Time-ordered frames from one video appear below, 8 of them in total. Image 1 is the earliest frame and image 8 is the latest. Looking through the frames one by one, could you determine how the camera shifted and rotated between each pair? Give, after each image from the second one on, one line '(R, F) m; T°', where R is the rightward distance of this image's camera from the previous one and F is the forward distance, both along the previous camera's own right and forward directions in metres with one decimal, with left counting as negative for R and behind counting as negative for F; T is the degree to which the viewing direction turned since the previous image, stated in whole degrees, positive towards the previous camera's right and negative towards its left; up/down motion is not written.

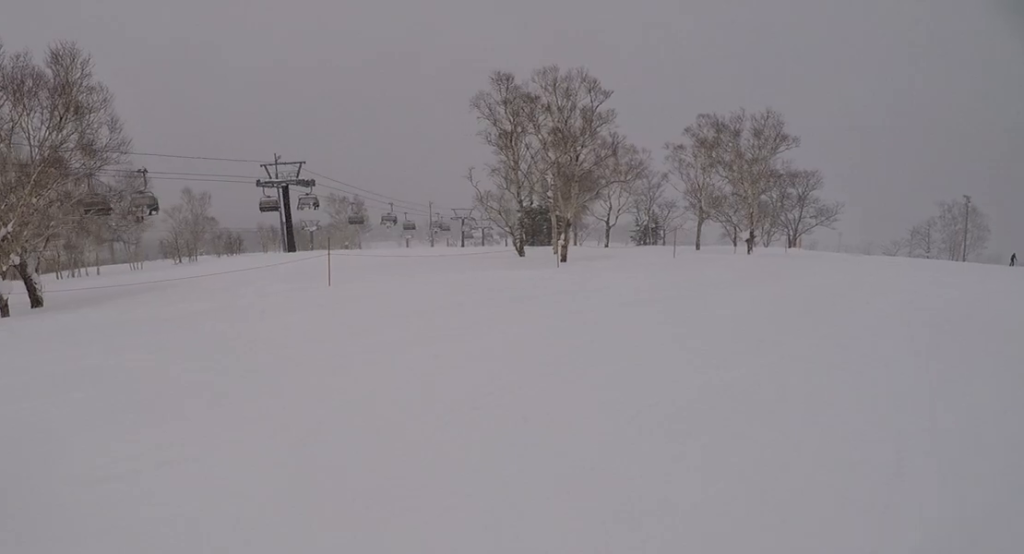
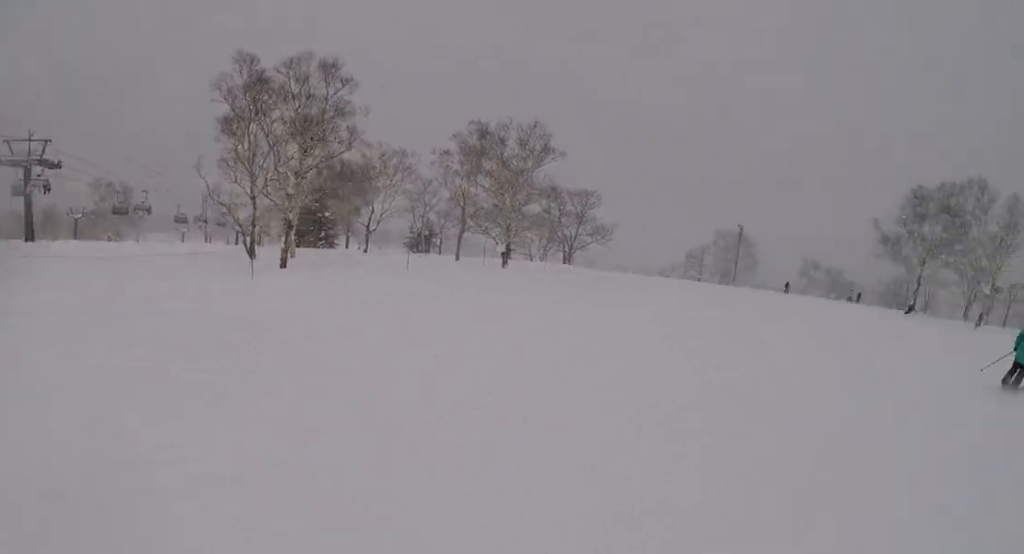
(+0.1, +4.7) m; +3°
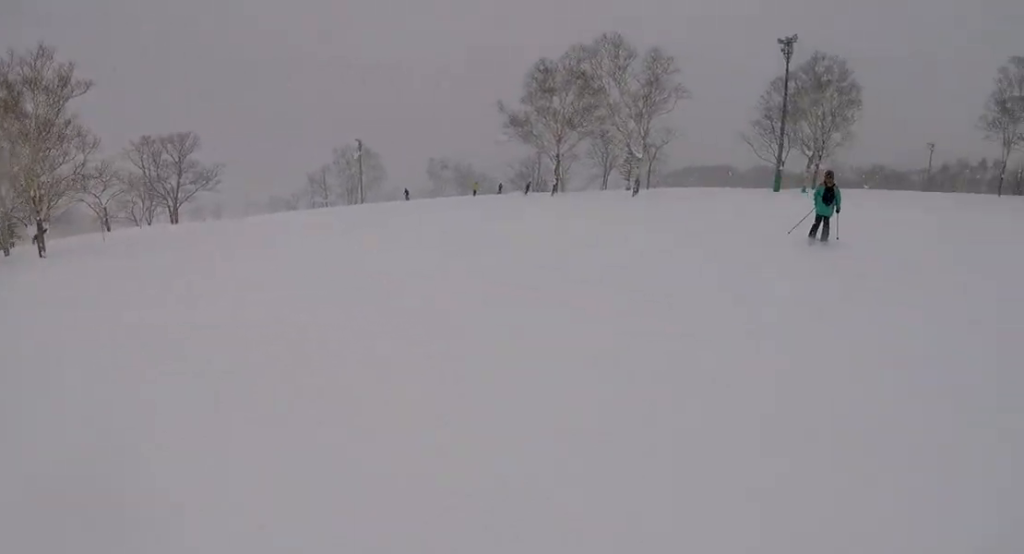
(+0.1, +9.2) m; +13°
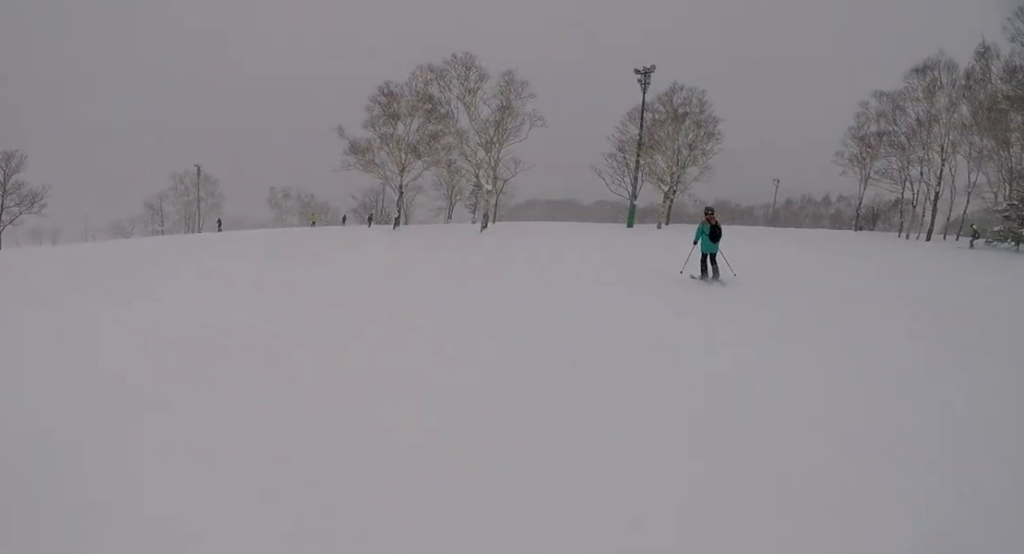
(+0.6, +4.2) m; +3°
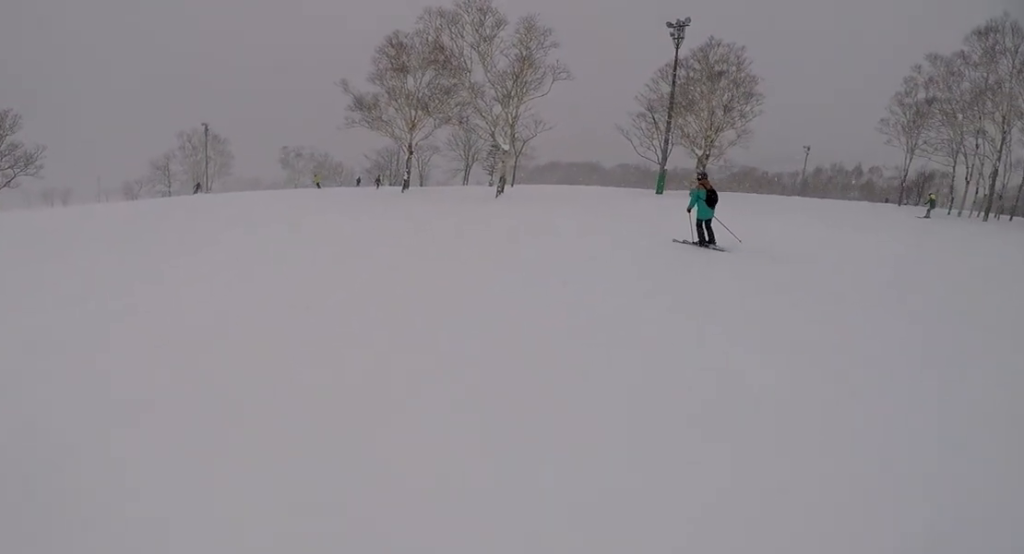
(+0.5, +4.6) m; -3°
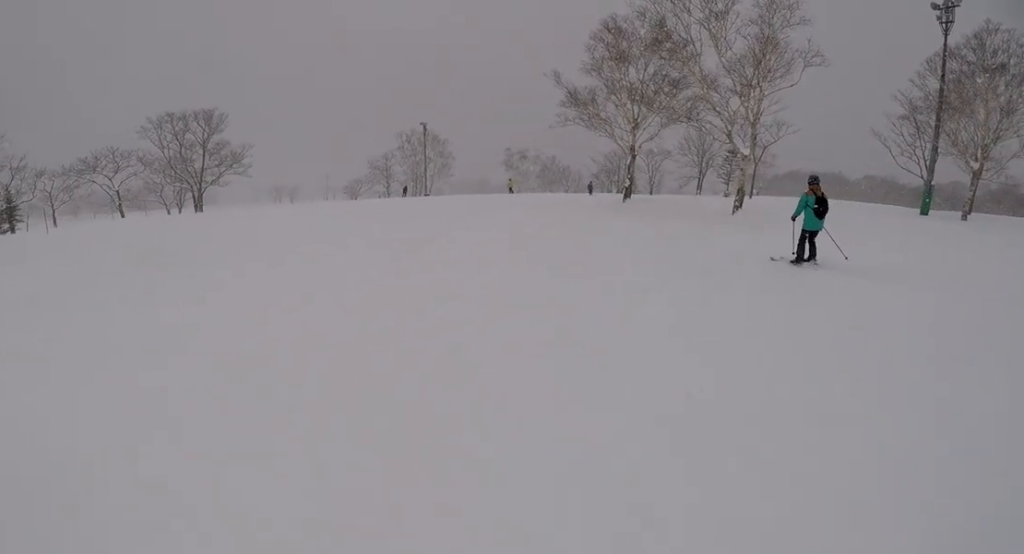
(-1.2, +6.4) m; -14°
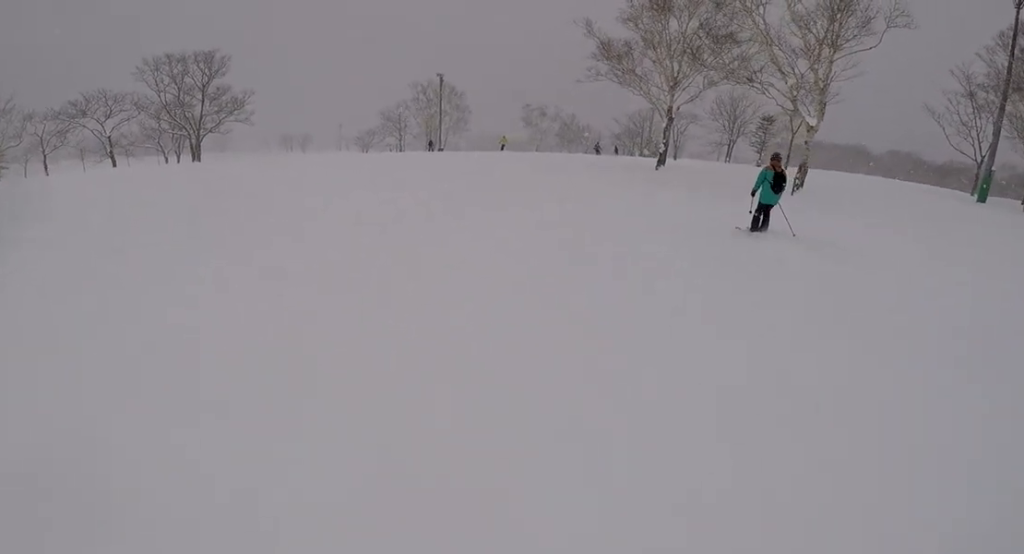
(-0.3, +5.0) m; -4°
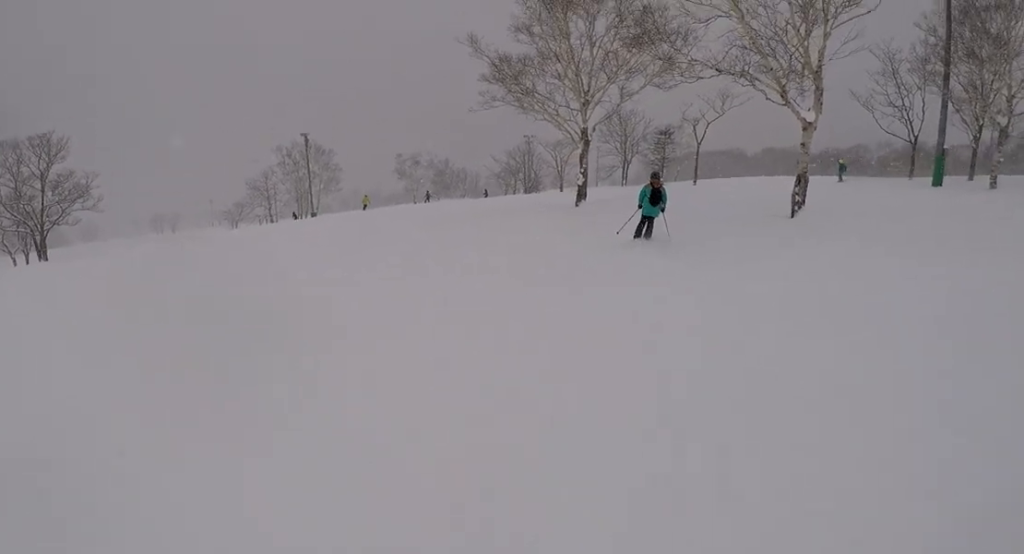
(0.0, +7.9) m; +6°
